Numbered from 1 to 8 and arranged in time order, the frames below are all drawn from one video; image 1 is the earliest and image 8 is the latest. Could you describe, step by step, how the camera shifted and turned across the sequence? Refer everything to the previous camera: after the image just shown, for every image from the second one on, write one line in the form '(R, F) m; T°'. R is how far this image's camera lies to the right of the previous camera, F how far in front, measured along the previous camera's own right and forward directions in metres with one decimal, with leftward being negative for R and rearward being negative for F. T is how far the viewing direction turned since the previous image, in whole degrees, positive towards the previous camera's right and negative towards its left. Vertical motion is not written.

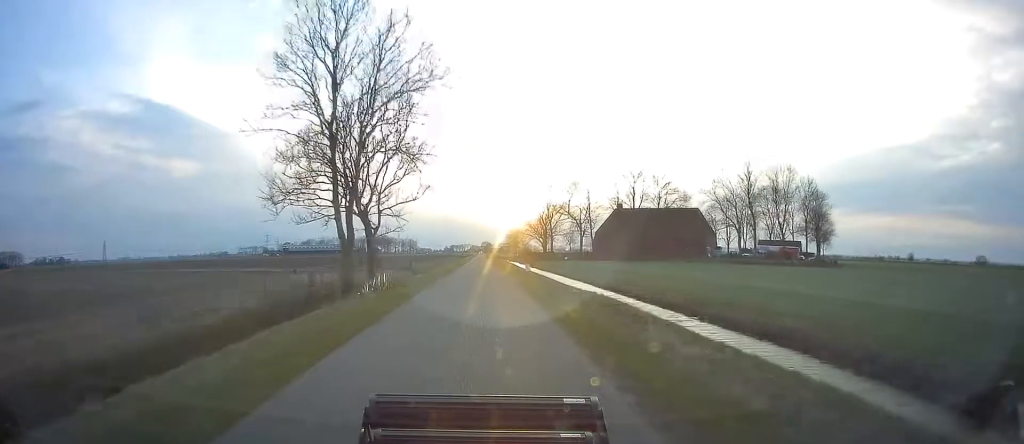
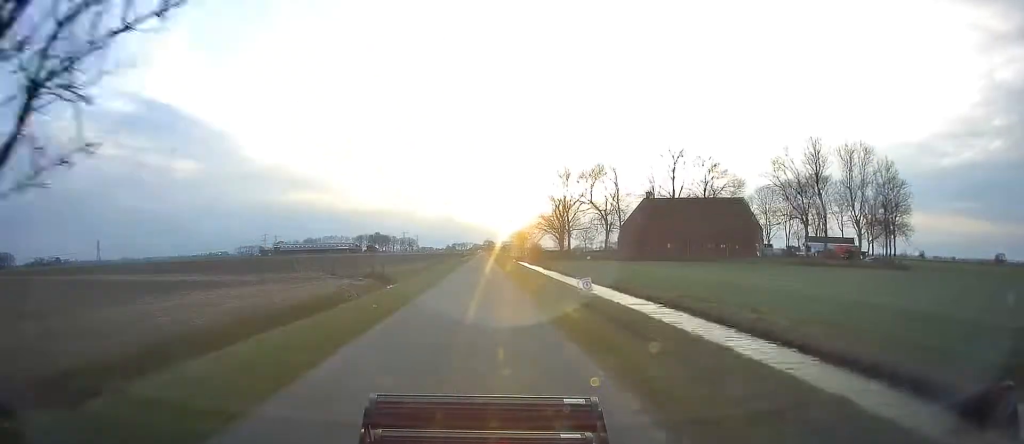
(-0.2, +24.5) m; 0°
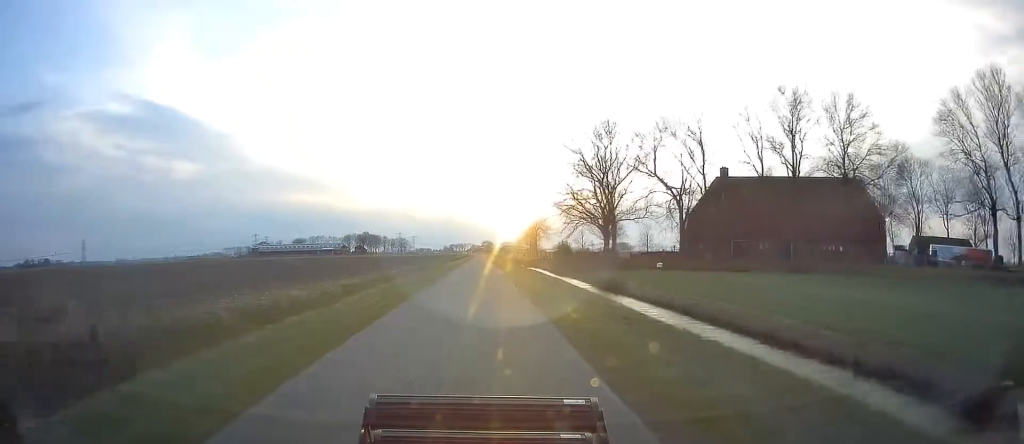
(+0.4, +41.5) m; 0°
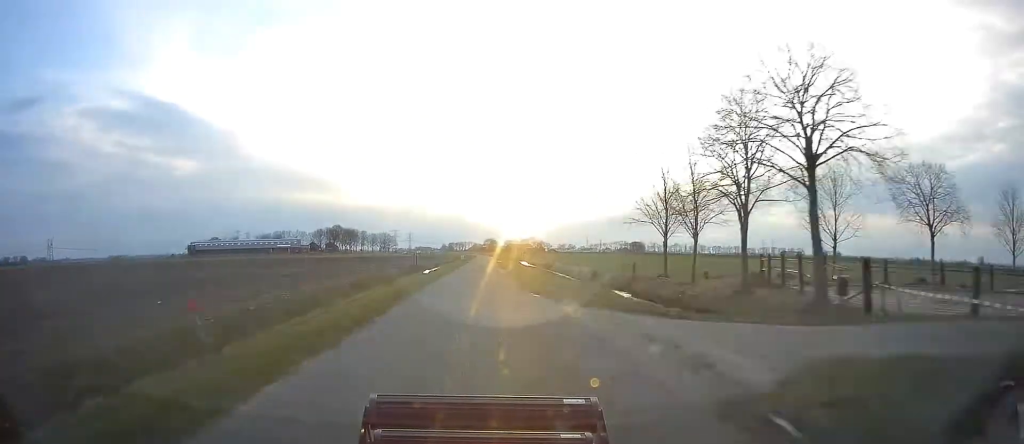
(-1.4, +98.1) m; -1°
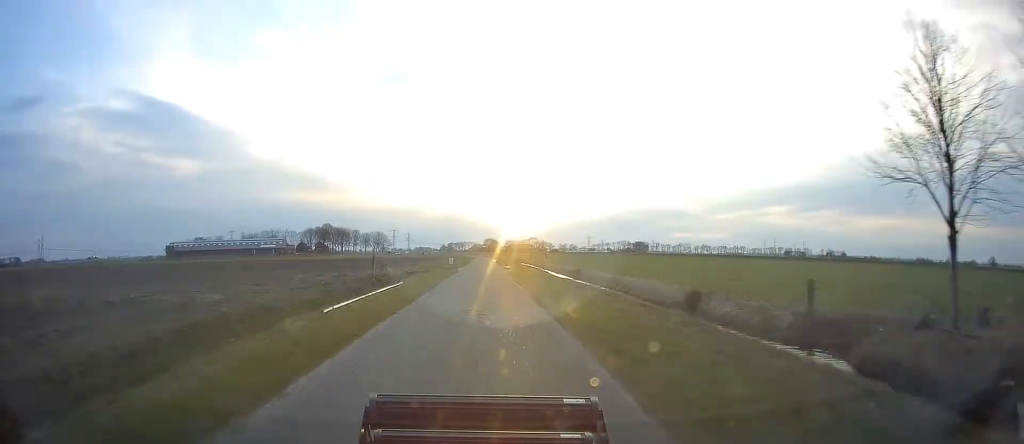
(+0.2, +24.7) m; 0°
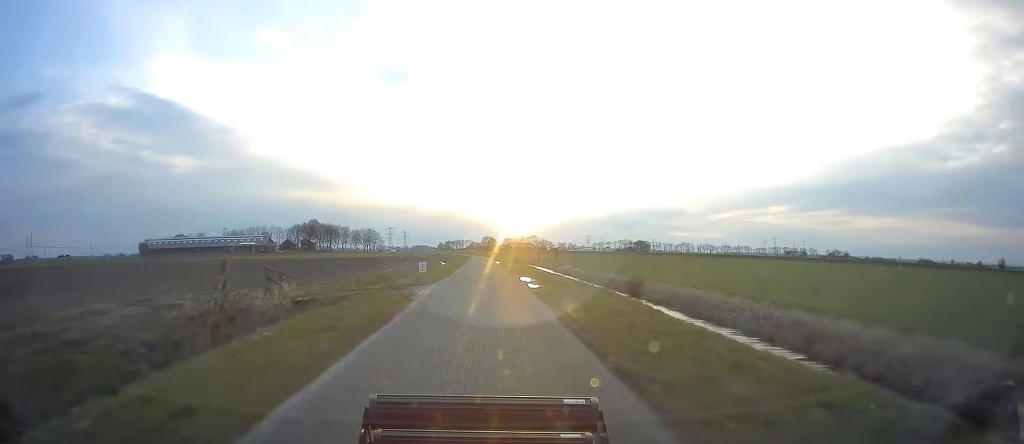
(0.0, +23.4) m; 0°
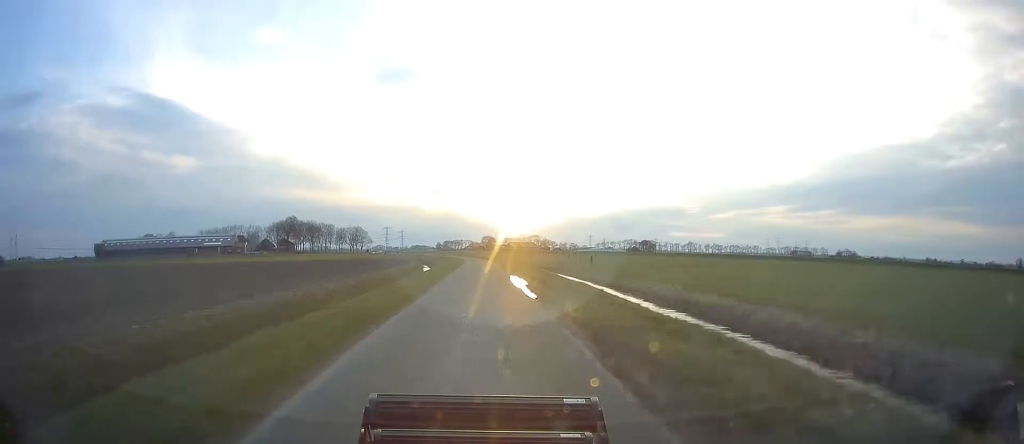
(0.0, +36.9) m; 0°
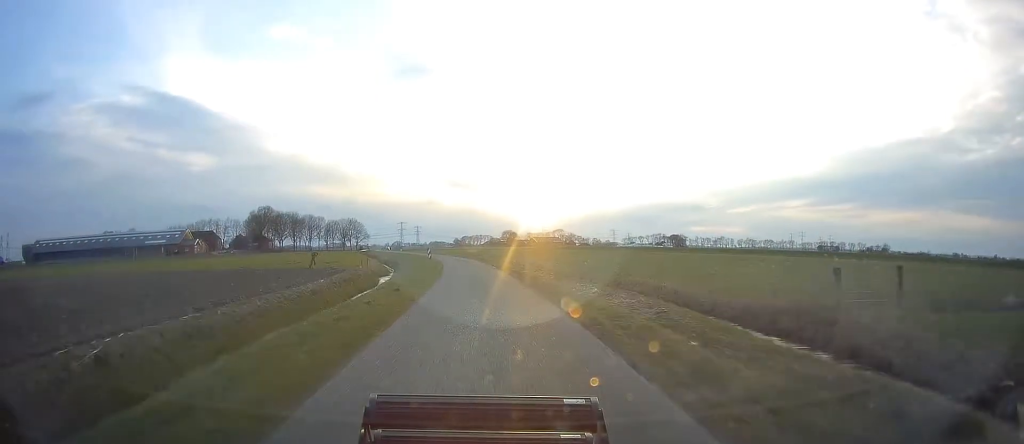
(-0.7, +57.0) m; -3°
